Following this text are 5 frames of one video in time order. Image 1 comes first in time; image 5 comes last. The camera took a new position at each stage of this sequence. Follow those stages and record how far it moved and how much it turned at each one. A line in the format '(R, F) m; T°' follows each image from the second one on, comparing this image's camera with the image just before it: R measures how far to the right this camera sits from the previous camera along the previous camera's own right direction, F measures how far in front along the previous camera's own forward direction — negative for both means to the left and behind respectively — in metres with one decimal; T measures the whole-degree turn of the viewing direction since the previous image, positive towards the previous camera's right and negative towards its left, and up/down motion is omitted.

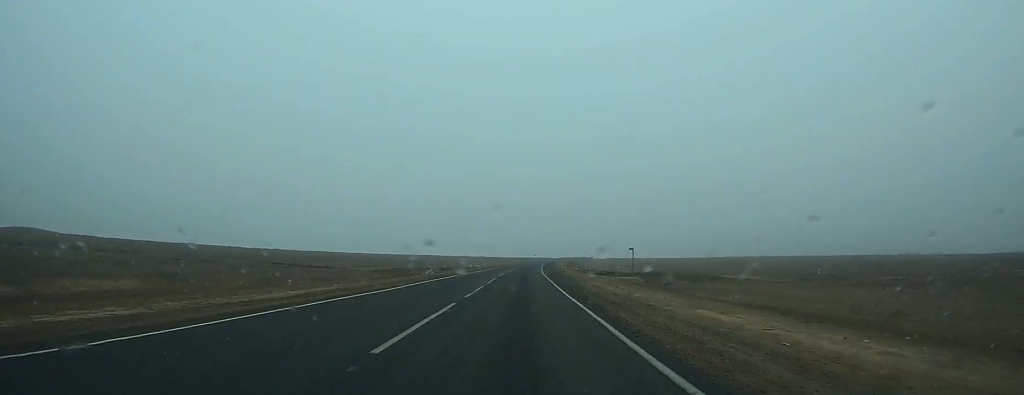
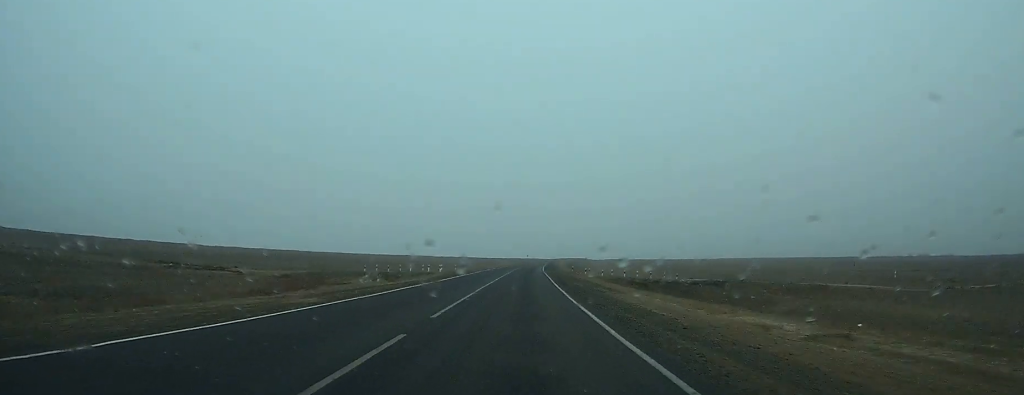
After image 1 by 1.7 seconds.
(+0.2, +41.5) m; +1°
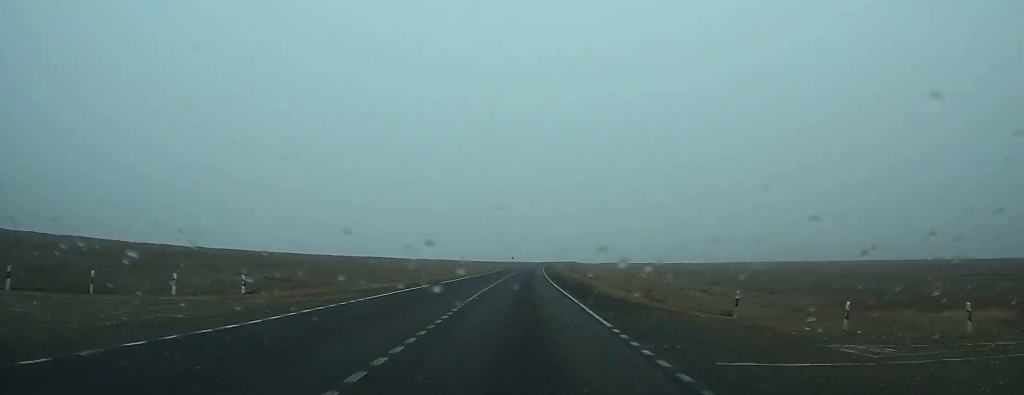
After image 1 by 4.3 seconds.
(+1.1, +60.6) m; +2°
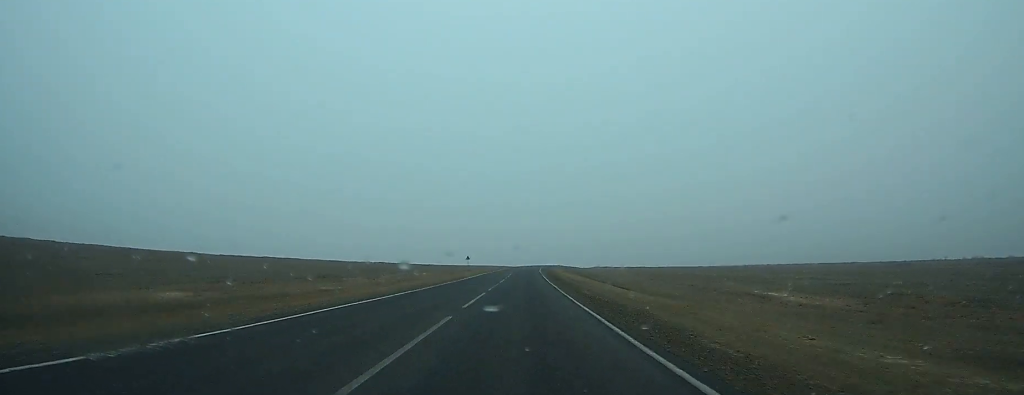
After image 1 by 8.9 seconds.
(+2.5, +118.6) m; +2°
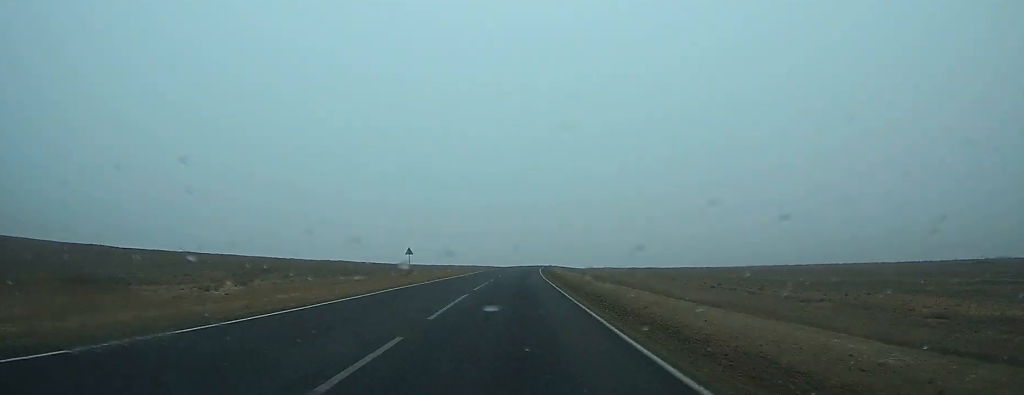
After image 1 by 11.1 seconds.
(+0.4, +51.9) m; +1°
